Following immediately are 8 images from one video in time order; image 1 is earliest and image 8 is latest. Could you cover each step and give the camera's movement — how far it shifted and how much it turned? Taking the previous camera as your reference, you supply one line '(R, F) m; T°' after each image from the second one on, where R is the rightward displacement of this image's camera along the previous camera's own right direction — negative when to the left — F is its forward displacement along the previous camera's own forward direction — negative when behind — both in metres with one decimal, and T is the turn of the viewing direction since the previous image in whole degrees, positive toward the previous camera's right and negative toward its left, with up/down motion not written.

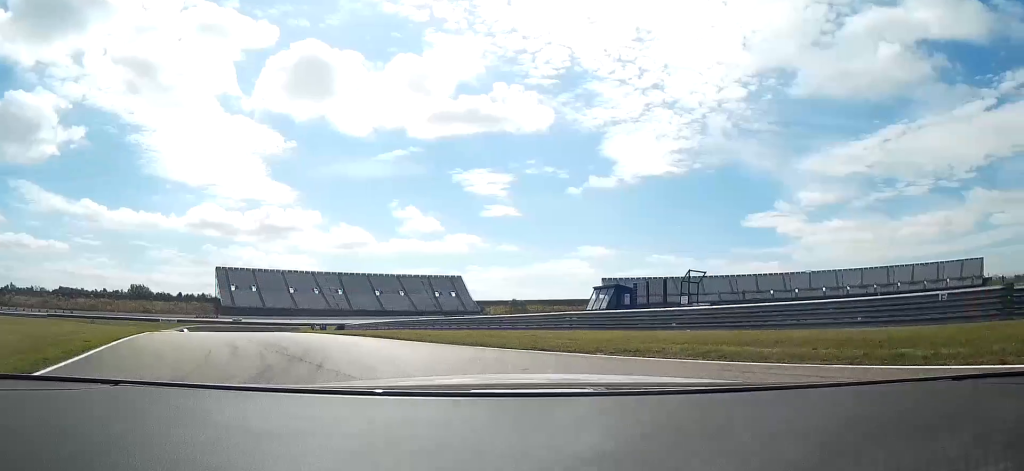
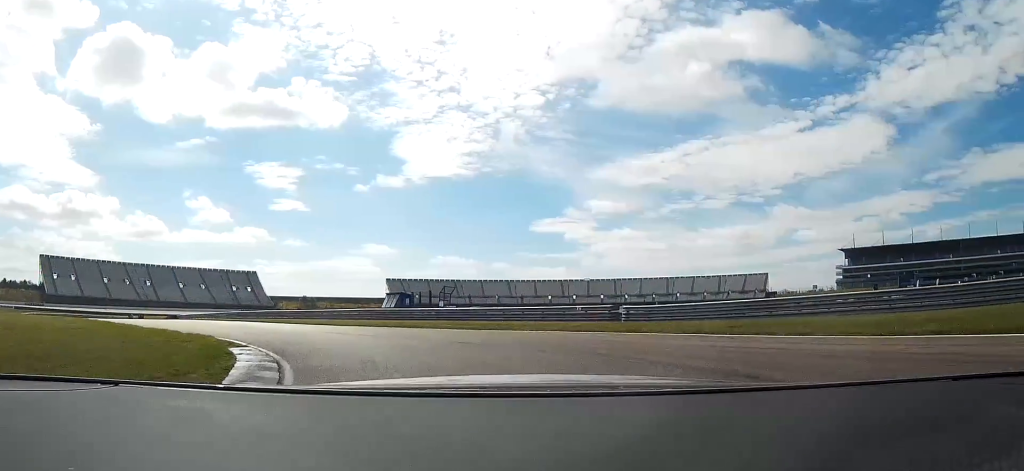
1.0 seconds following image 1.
(+3.9, +18.3) m; +21°
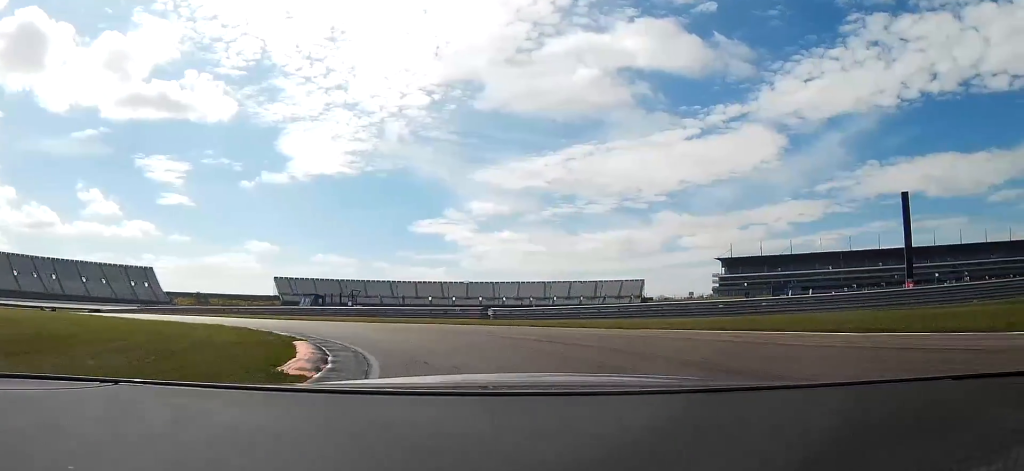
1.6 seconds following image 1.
(+1.3, +12.3) m; +11°
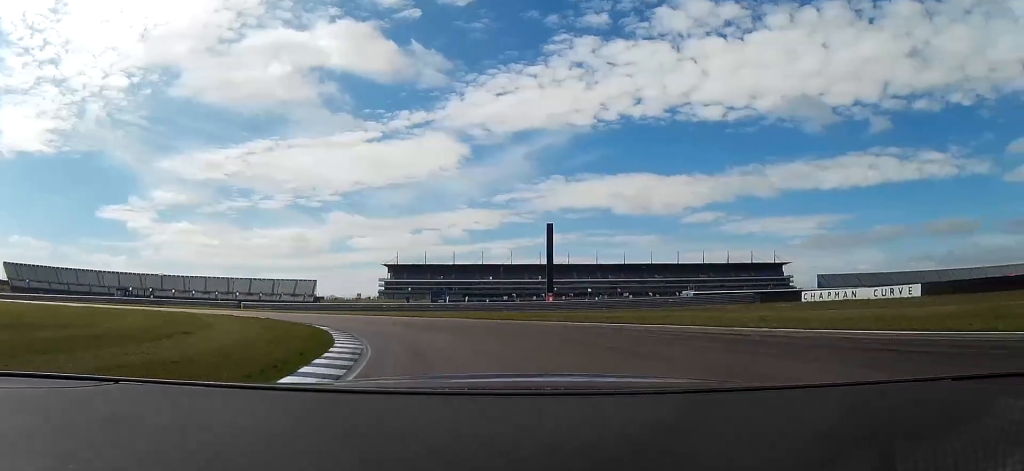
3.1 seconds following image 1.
(+7.9, +35.3) m; +27°
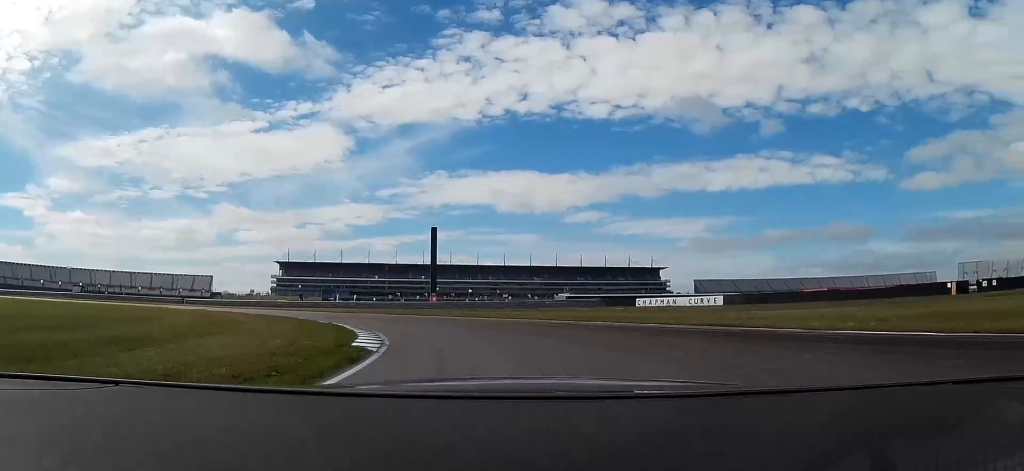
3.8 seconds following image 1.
(+2.5, +18.6) m; +7°
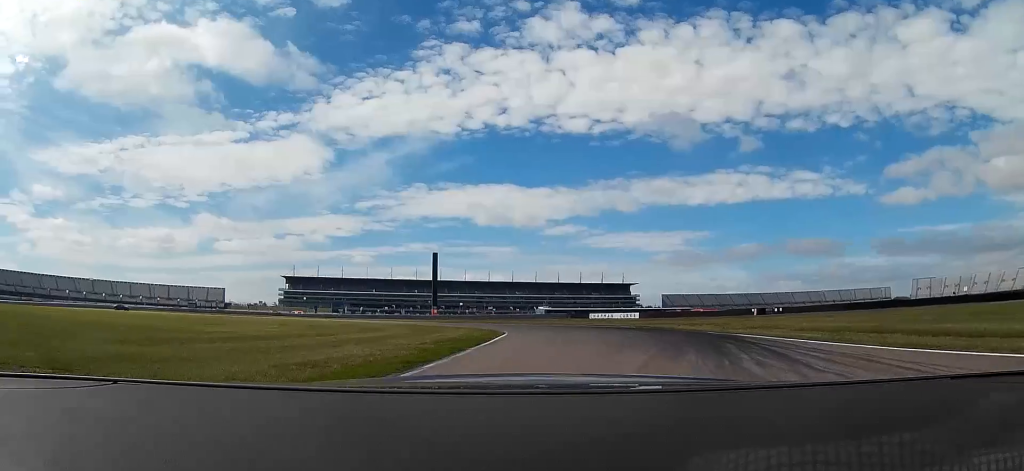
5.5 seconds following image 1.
(+2.4, +45.1) m; -1°
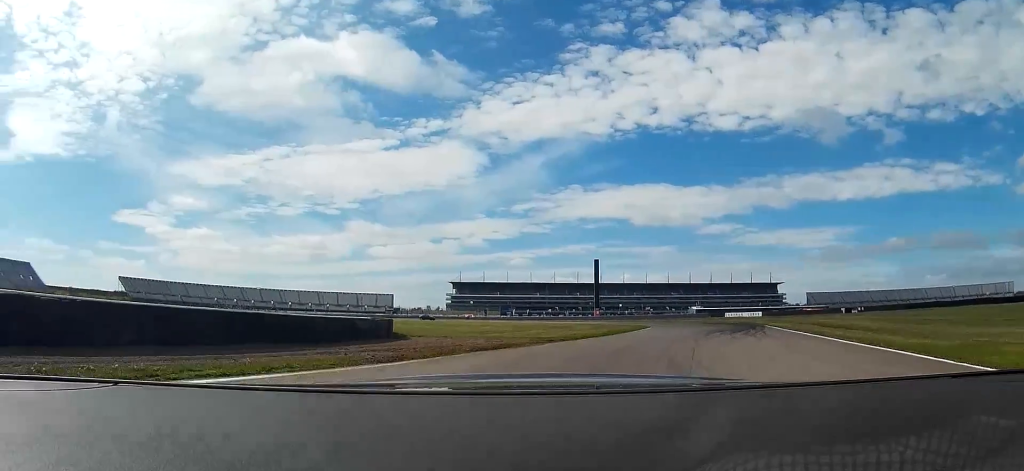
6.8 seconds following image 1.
(-3.0, +27.3) m; -15°
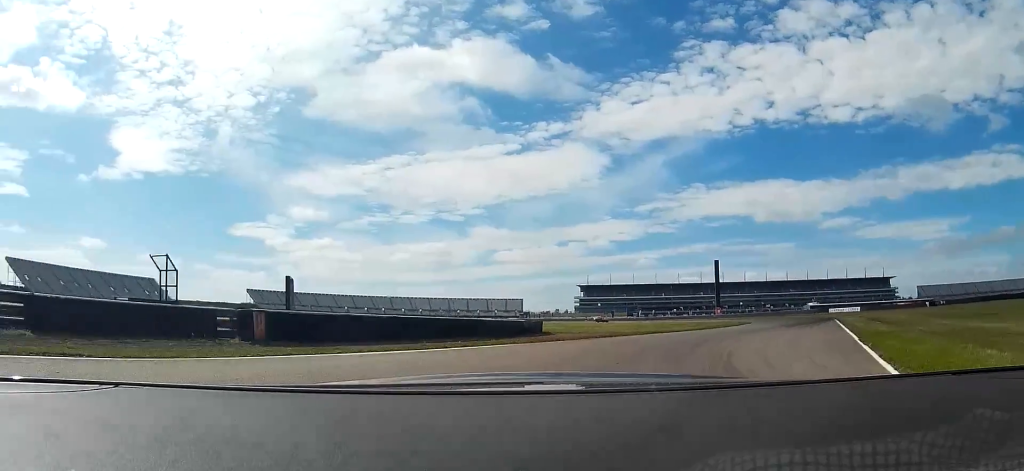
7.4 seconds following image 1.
(-0.6, +12.7) m; -9°
